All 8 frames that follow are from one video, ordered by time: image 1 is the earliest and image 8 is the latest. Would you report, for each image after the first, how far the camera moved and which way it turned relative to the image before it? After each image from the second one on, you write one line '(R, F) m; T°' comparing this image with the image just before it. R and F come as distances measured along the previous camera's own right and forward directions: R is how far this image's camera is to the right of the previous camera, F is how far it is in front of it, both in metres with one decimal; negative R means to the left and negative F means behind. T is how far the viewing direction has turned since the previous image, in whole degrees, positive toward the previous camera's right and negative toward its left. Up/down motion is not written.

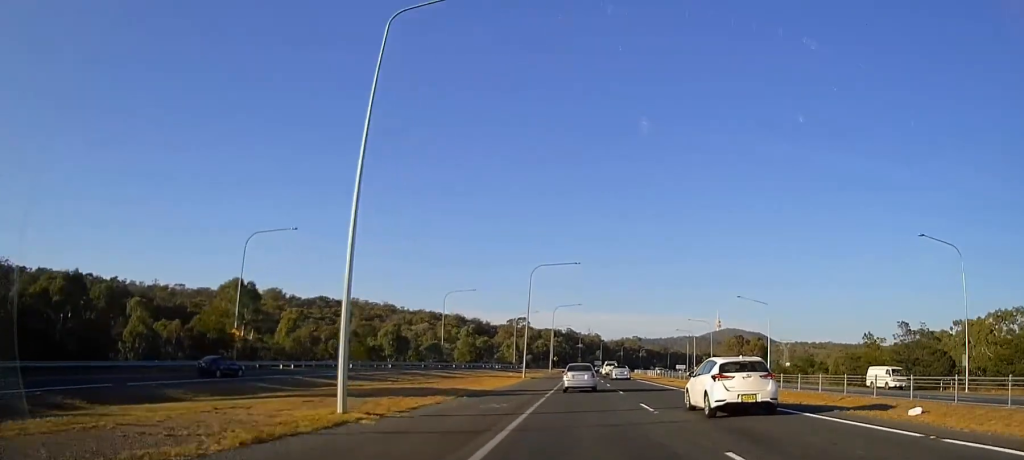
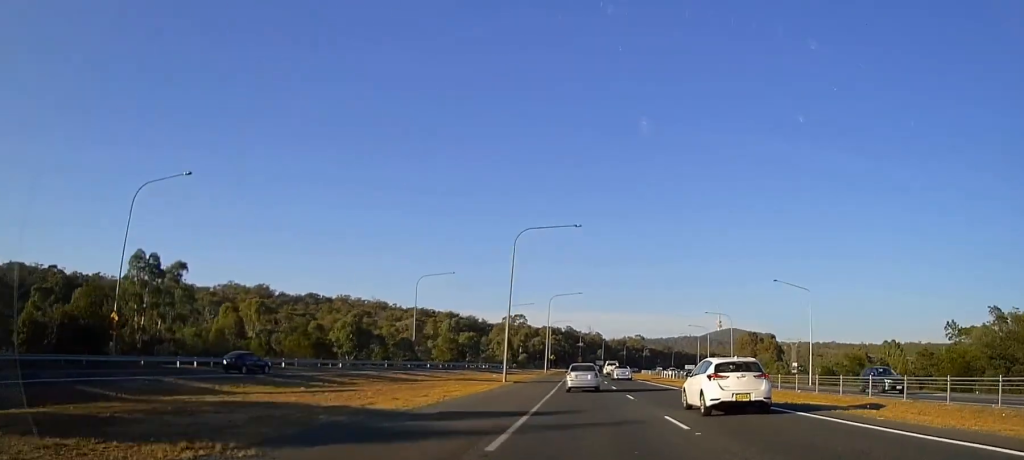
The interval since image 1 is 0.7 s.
(+0.1, +17.3) m; 0°
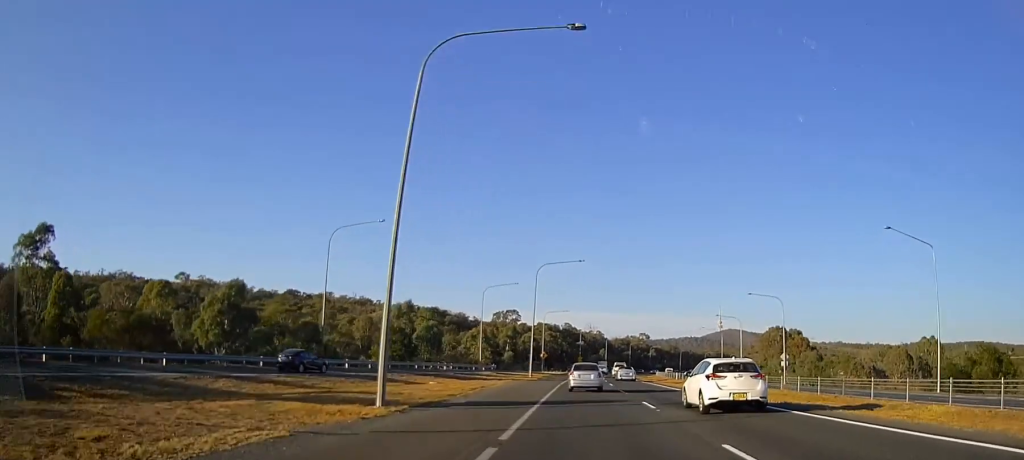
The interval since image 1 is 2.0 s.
(-0.2, +30.2) m; 0°
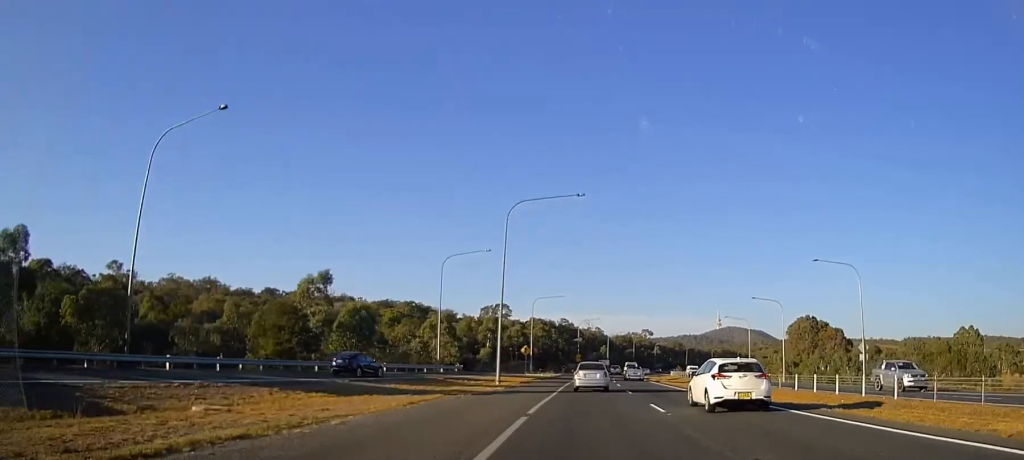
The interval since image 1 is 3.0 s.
(+0.1, +26.5) m; 0°
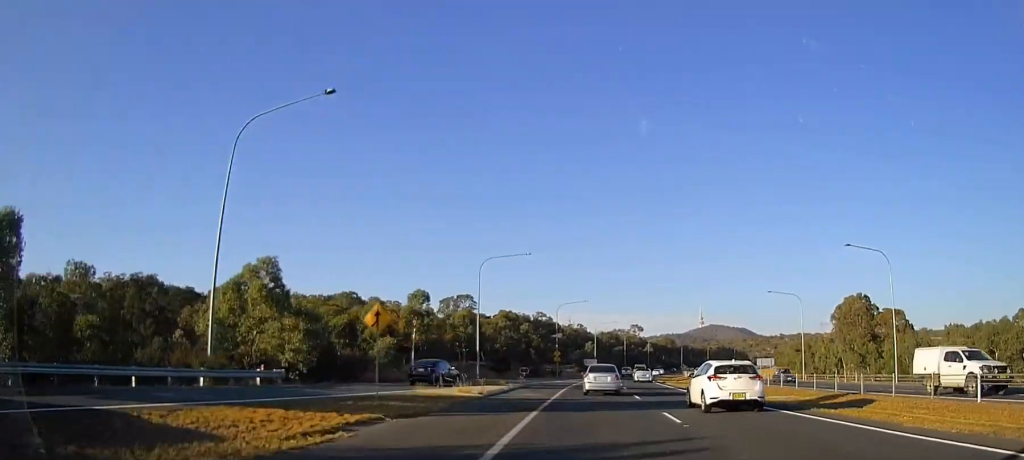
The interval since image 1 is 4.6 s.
(+0.4, +39.1) m; +2°
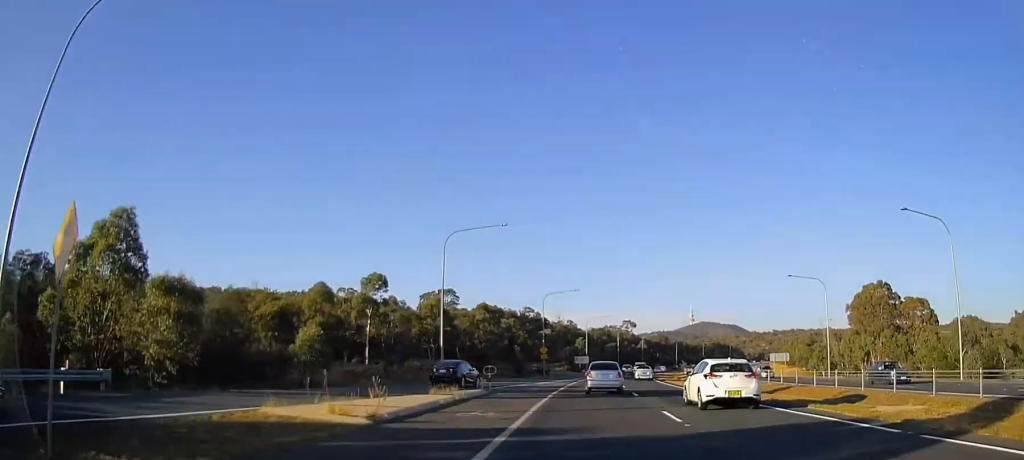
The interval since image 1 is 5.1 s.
(+0.2, +11.7) m; +1°
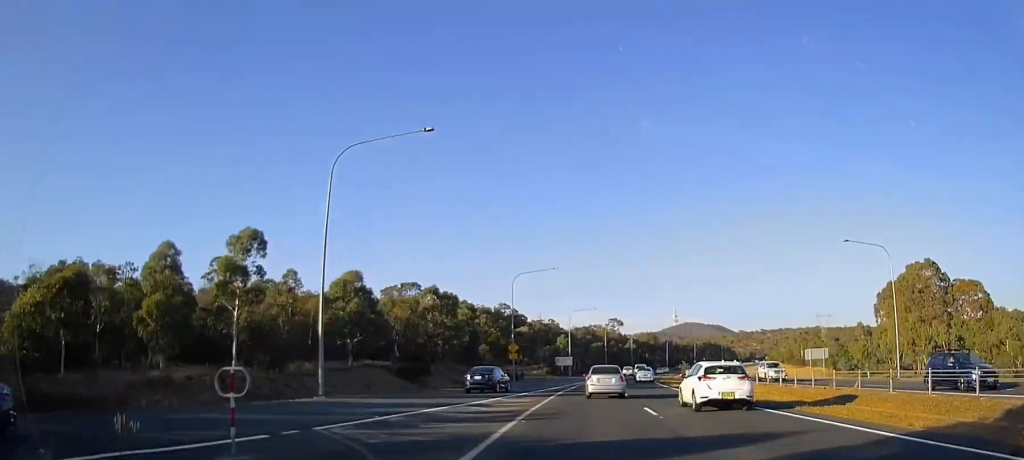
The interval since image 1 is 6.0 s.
(+0.3, +21.5) m; +2°
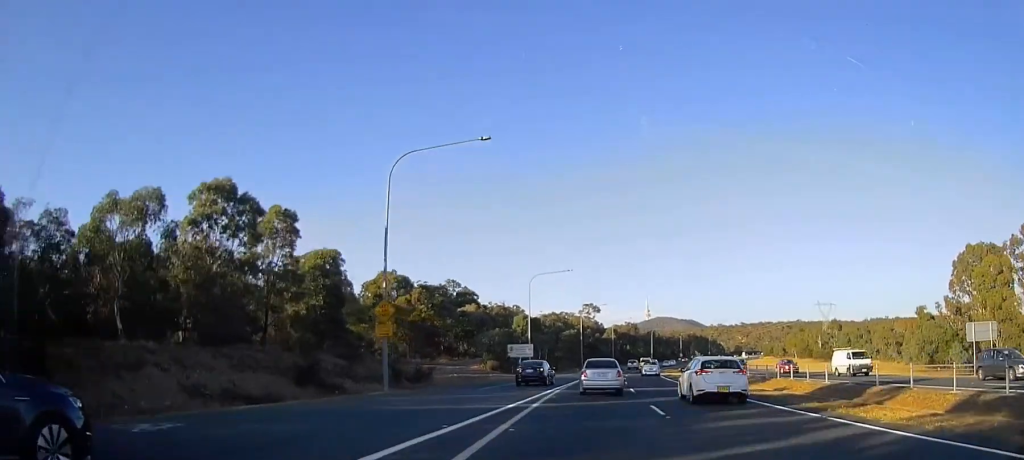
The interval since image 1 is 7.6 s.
(+0.9, +38.4) m; +3°
